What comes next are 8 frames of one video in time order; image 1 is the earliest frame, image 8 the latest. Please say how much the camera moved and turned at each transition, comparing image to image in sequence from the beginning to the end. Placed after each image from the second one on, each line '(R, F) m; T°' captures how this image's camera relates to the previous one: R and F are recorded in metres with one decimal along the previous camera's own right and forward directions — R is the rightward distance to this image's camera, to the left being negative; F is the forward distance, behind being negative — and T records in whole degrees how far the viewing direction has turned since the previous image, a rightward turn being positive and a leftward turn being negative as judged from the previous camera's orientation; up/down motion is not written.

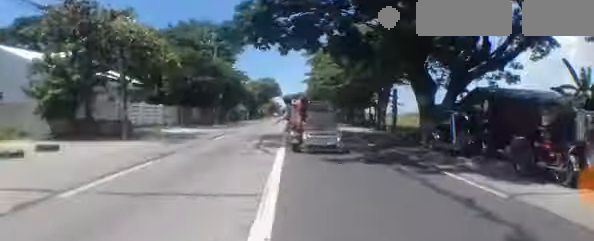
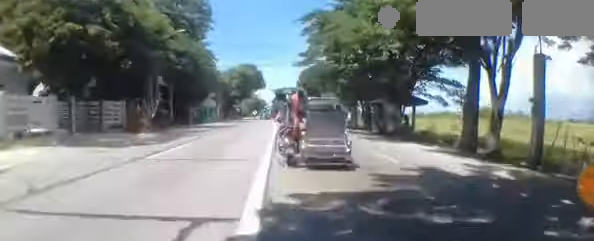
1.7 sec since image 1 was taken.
(+0.5, +12.1) m; +1°
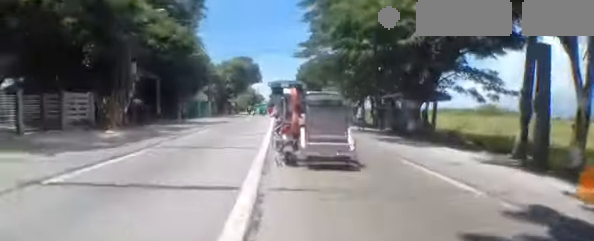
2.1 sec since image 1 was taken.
(0.0, +2.5) m; -1°
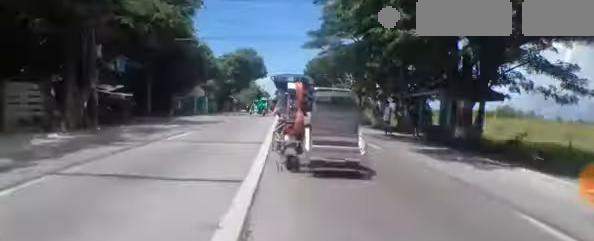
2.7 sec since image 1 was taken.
(0.0, +3.1) m; -2°
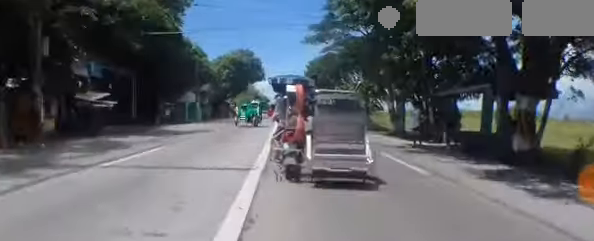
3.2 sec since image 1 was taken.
(0.0, +3.0) m; -3°
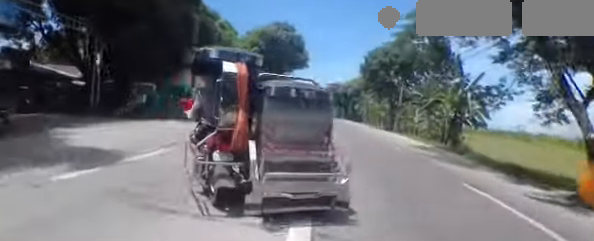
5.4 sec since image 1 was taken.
(-1.4, +8.8) m; -19°
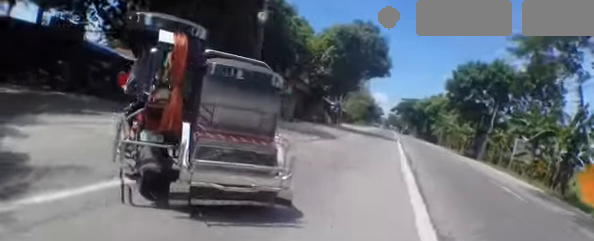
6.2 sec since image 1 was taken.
(-0.1, +2.7) m; -14°
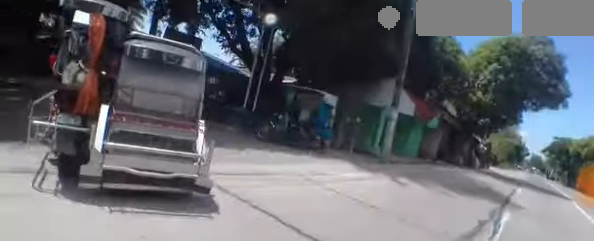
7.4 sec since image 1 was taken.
(-0.8, +3.1) m; -21°
